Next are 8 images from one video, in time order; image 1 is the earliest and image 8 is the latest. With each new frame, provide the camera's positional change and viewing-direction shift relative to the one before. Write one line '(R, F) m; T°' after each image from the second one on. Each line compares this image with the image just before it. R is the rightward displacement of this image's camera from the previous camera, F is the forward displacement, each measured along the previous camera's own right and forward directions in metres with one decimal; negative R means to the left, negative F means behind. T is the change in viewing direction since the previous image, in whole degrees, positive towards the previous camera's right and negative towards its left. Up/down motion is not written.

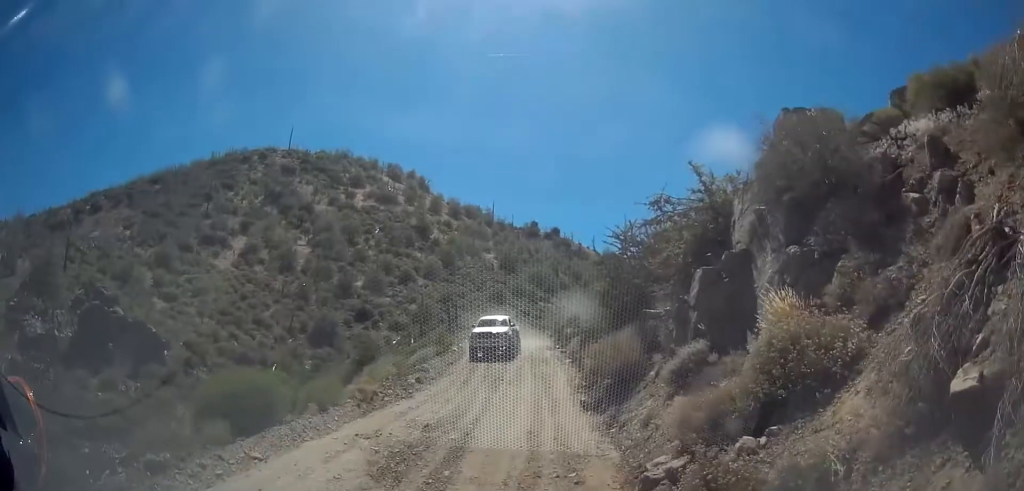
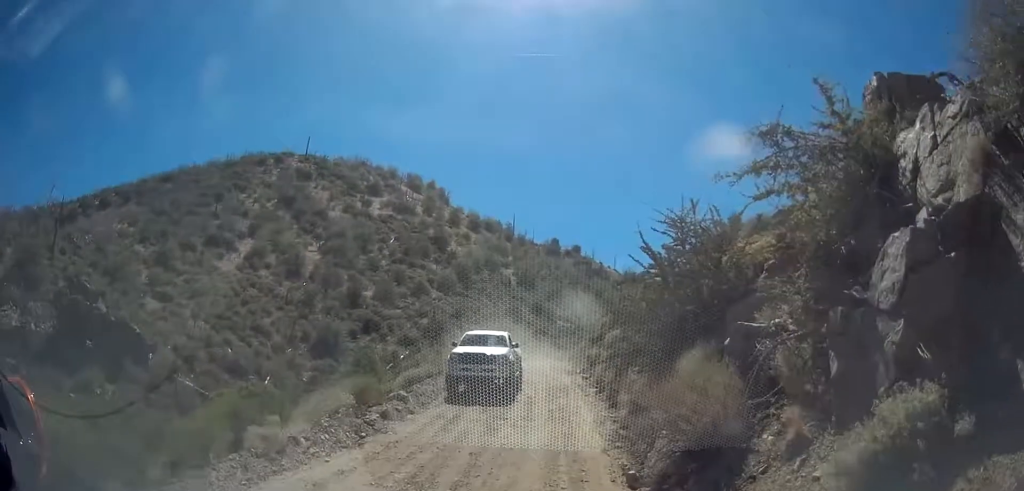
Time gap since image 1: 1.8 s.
(-0.1, +5.2) m; 0°
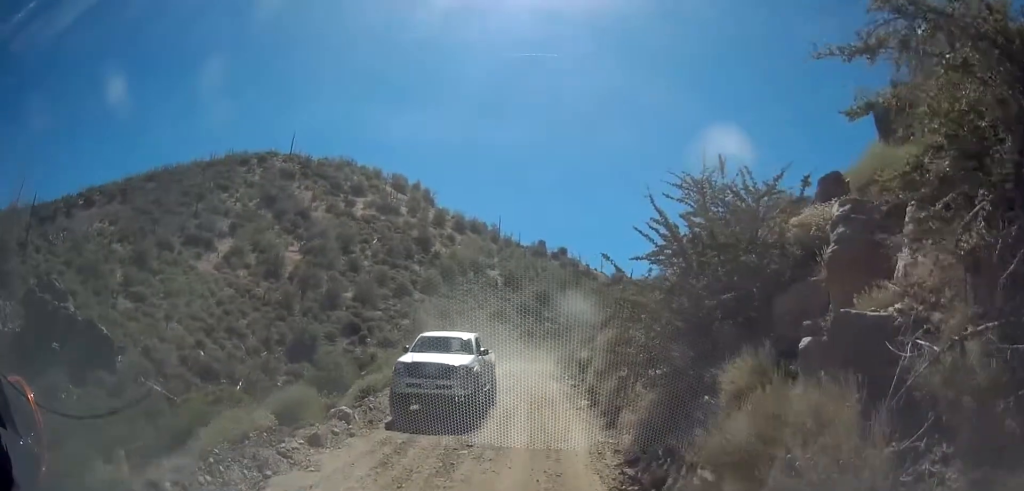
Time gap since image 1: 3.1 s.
(0.0, +3.1) m; -3°
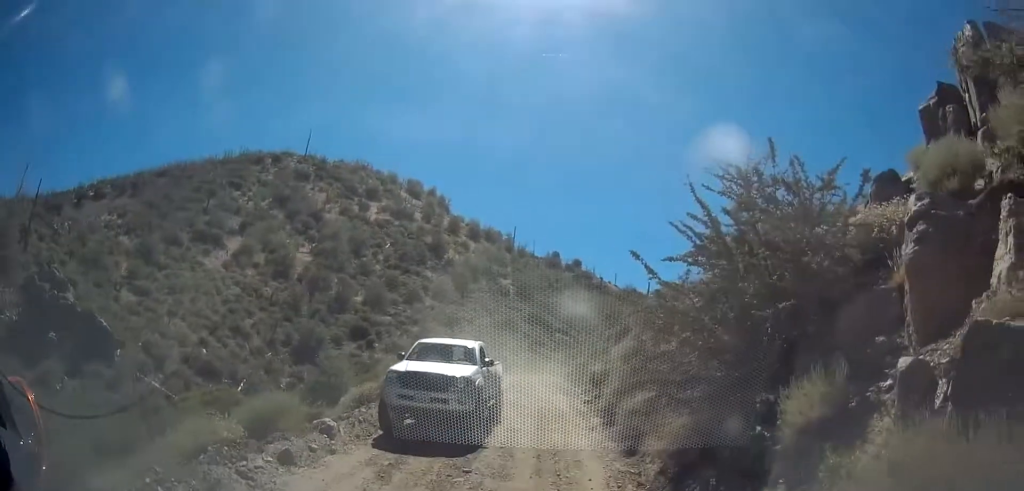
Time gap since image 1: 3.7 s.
(0.0, +1.4) m; 0°
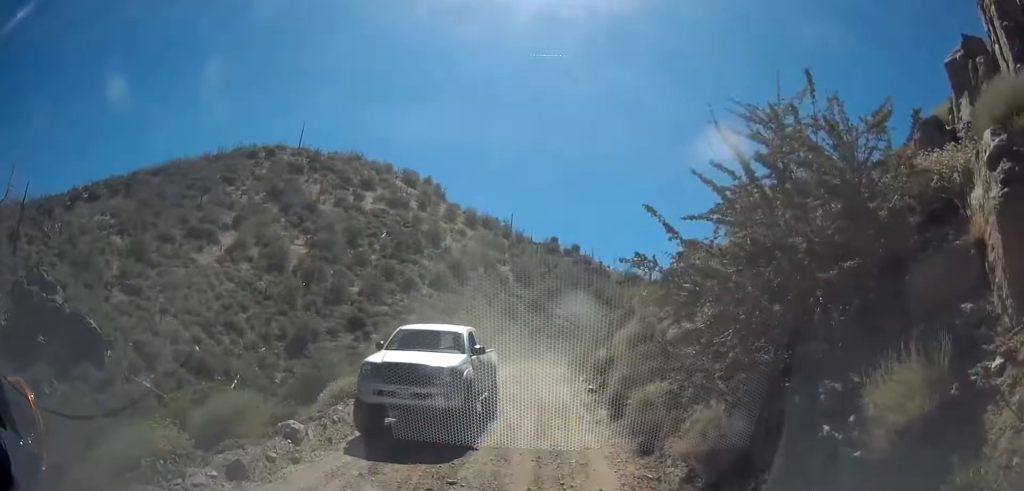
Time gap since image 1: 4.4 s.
(-0.1, +1.5) m; +3°
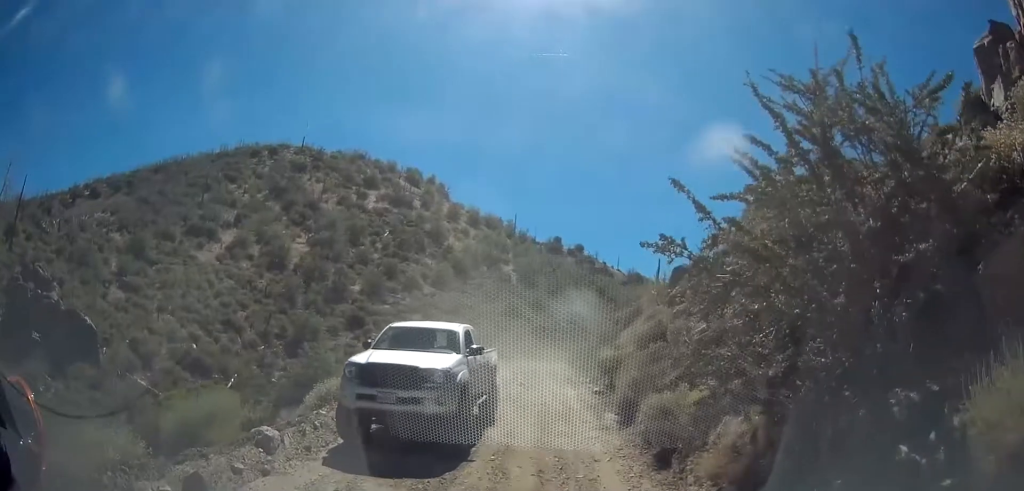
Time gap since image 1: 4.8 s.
(+0.1, +1.1) m; +2°
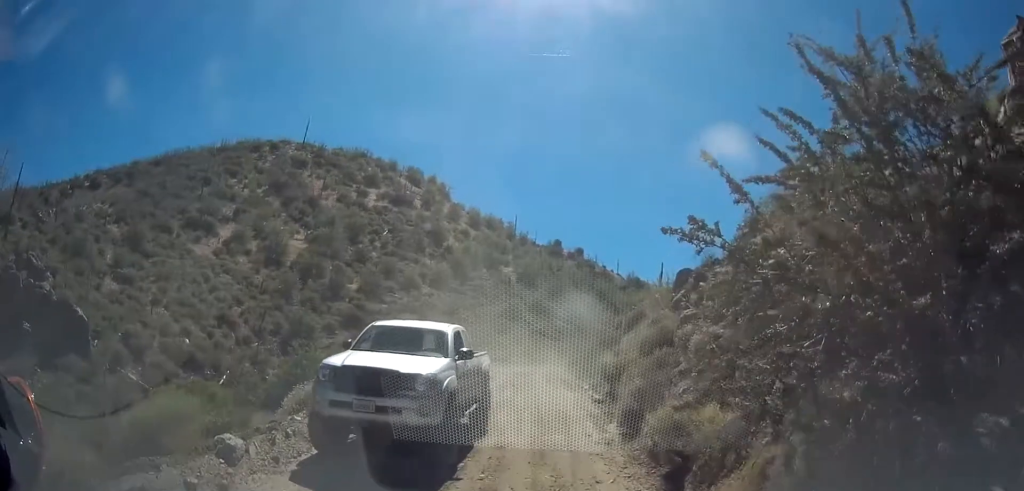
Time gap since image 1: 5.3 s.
(+0.1, +1.0) m; +2°
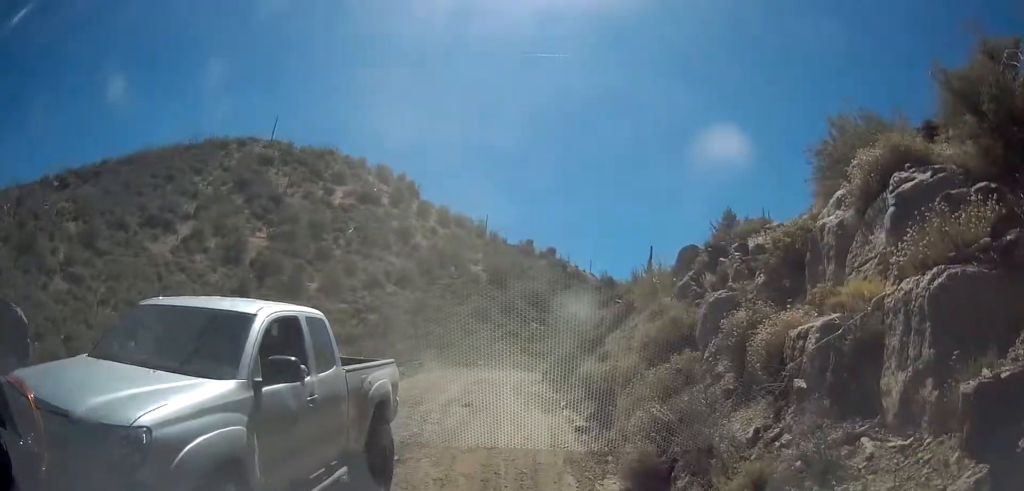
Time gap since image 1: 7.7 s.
(-0.2, +5.0) m; -5°
